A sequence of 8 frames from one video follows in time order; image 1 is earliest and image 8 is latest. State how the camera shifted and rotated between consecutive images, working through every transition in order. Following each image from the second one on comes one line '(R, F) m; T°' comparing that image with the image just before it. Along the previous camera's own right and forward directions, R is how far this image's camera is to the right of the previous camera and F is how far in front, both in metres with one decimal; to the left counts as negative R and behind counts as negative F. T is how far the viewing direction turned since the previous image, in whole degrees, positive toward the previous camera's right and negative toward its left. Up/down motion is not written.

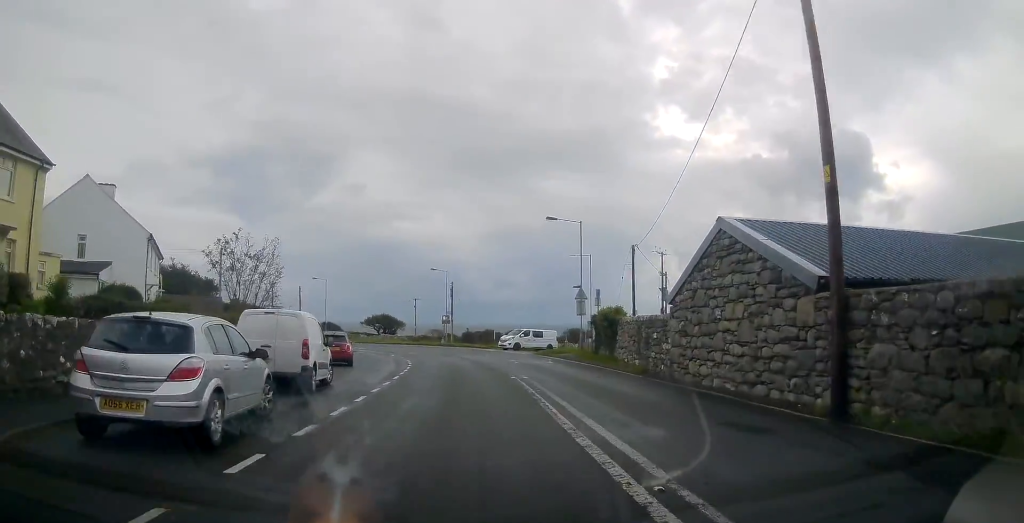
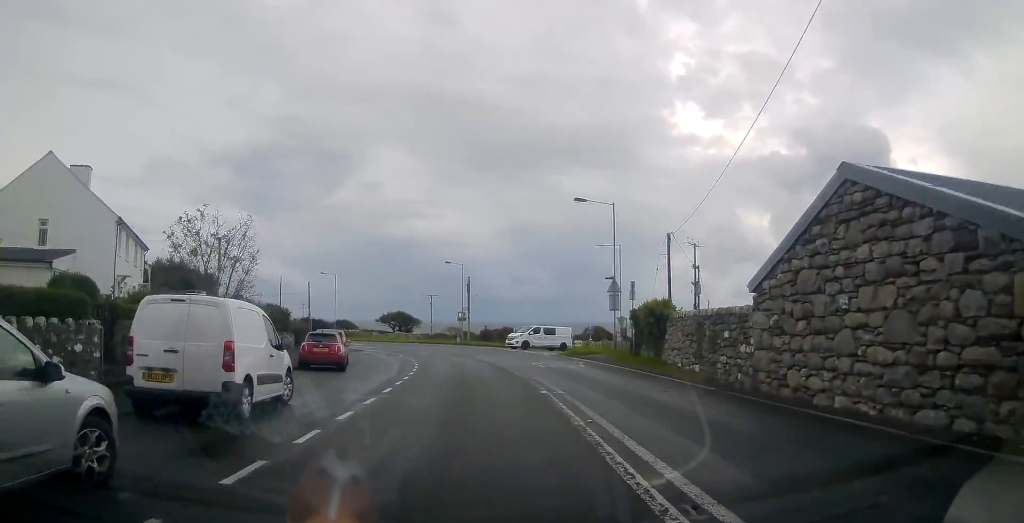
(0.0, +5.0) m; -1°
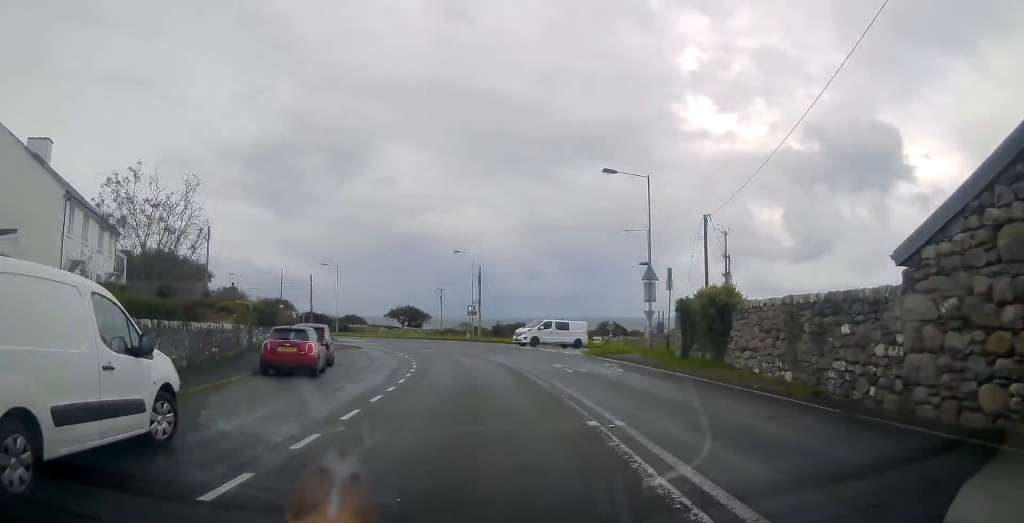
(0.0, +5.2) m; -1°
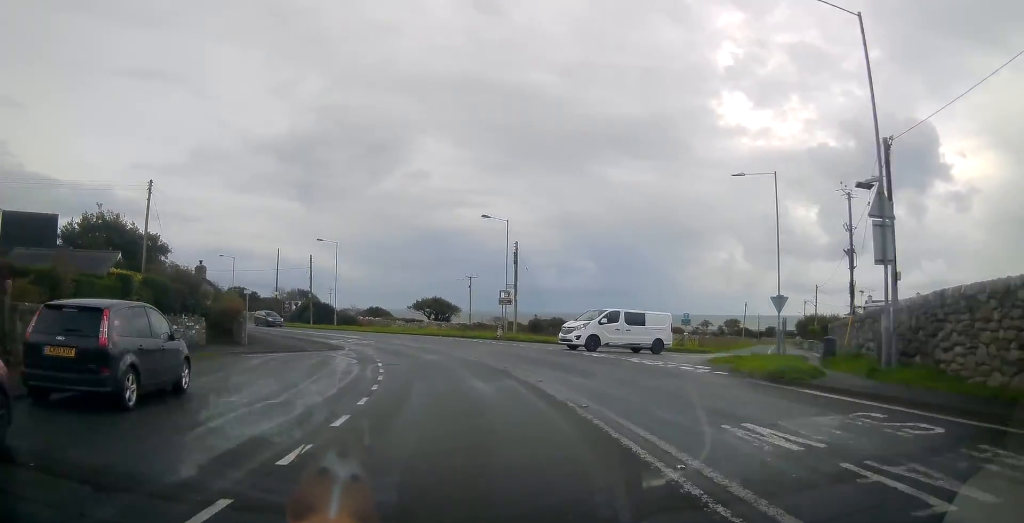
(-0.7, +15.8) m; -4°
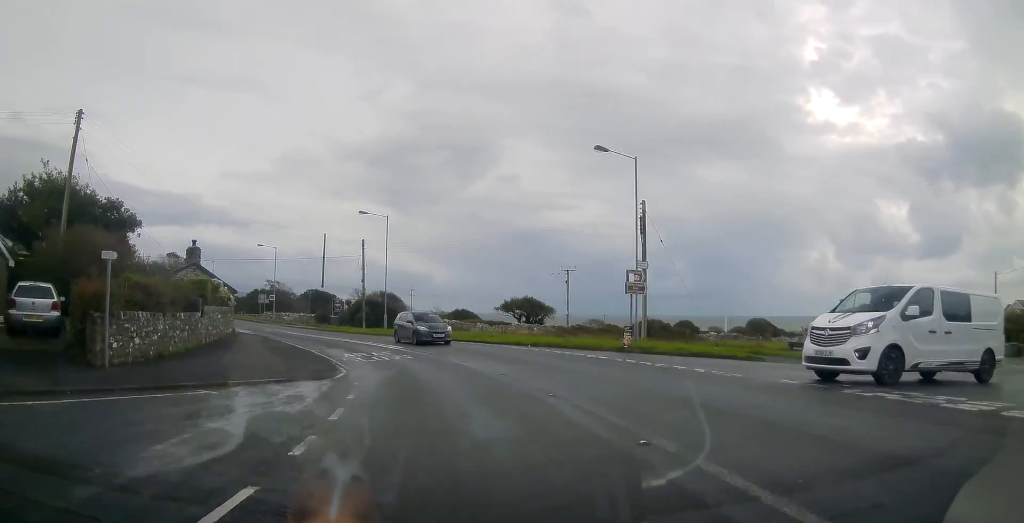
(-0.7, +16.6) m; -7°
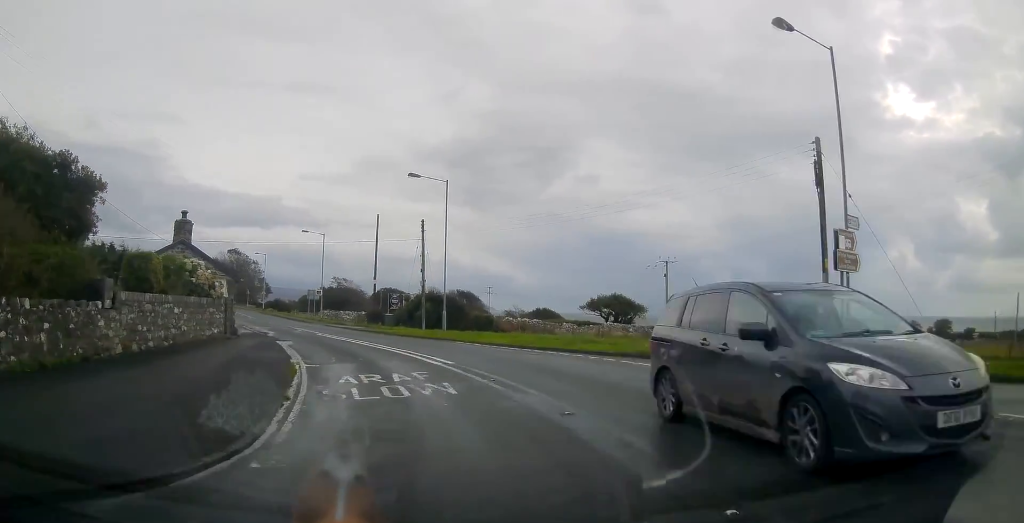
(-0.8, +11.1) m; -9°
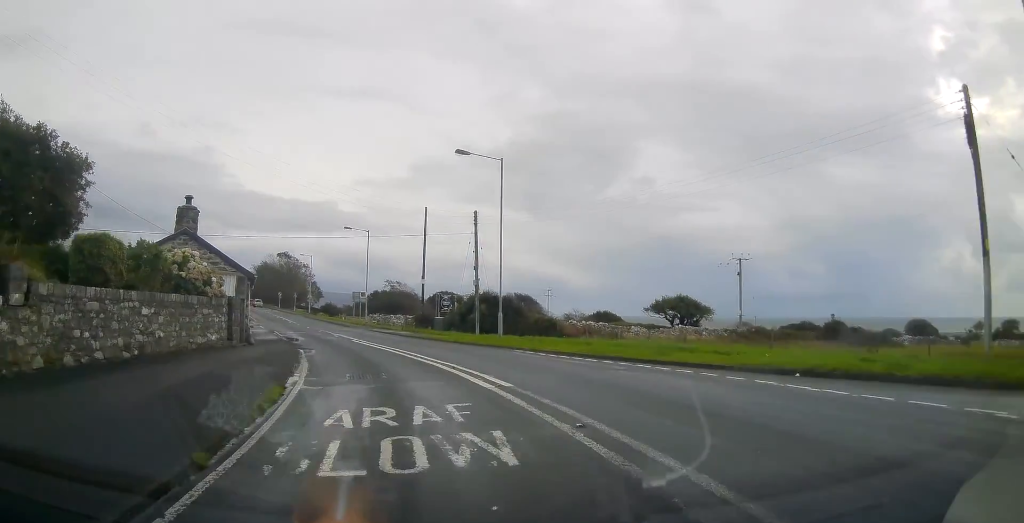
(-0.2, +5.2) m; -5°
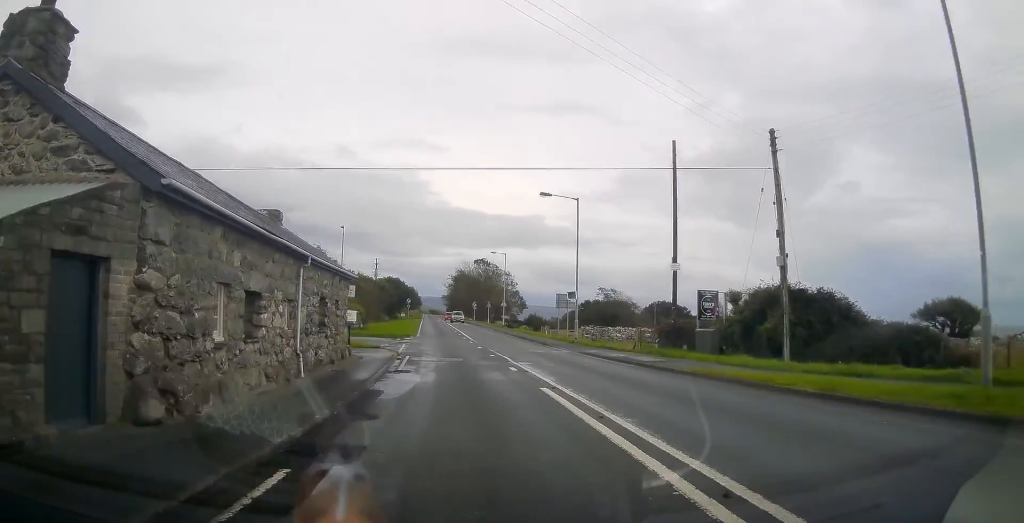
(-2.9, +18.8) m; -15°
